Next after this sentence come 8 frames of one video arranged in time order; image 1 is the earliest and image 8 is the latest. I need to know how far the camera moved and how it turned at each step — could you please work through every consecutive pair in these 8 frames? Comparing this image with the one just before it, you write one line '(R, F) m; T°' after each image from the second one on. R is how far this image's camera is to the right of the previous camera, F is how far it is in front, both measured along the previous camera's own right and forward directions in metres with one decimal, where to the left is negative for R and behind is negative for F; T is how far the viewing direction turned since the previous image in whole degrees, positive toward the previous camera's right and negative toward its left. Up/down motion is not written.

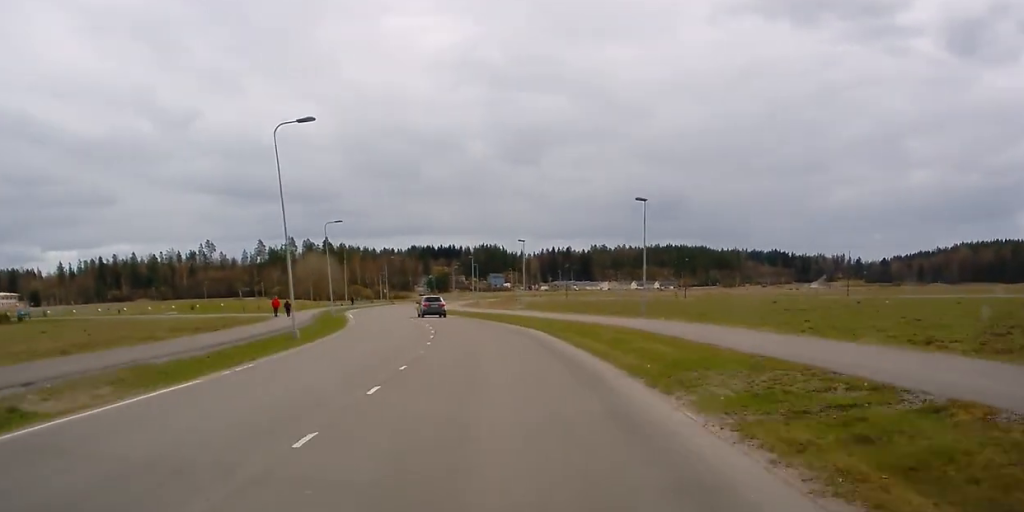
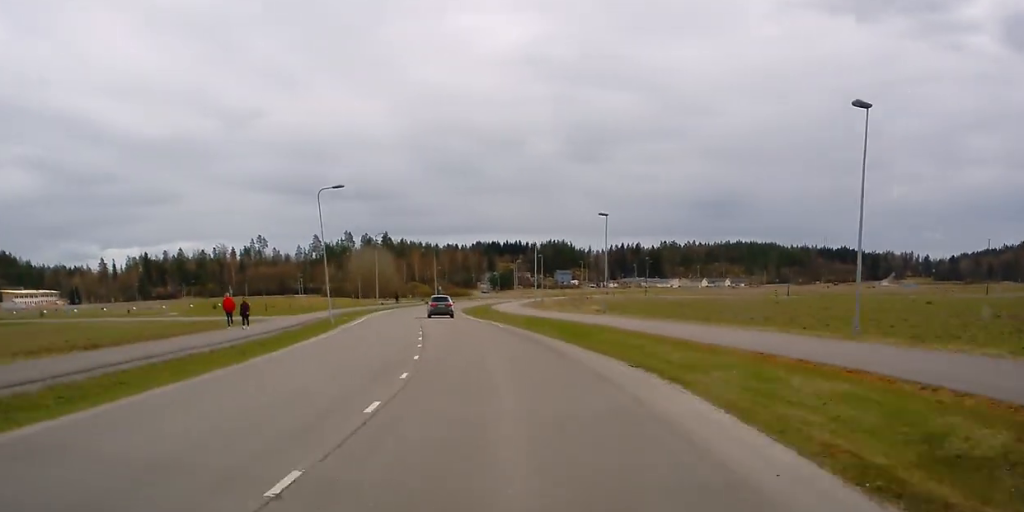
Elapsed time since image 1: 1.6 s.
(-1.0, +22.8) m; -5°
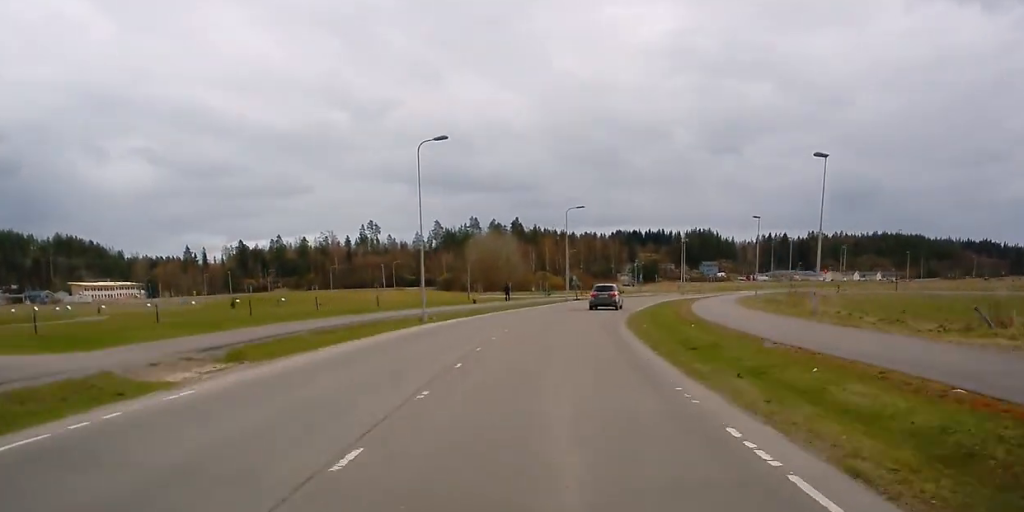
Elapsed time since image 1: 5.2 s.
(-3.8, +52.9) m; -5°
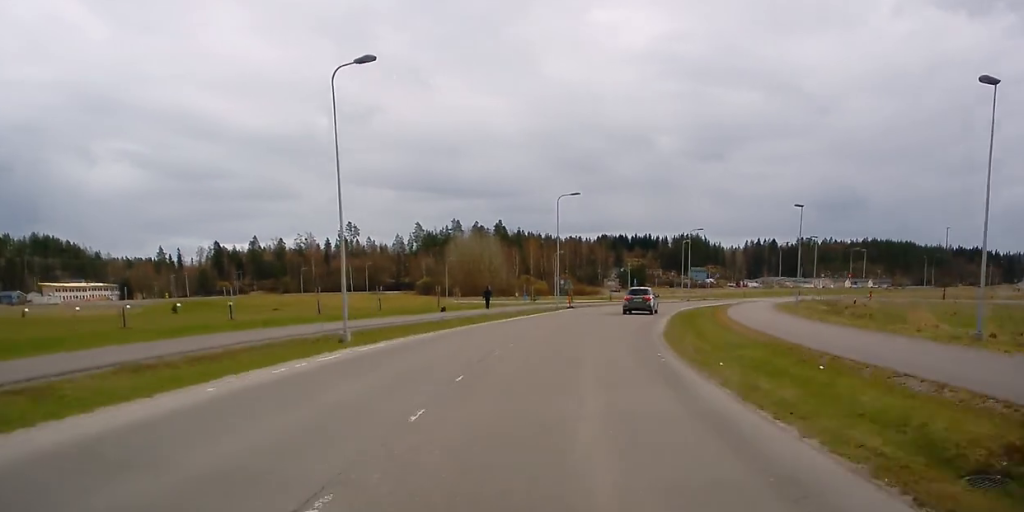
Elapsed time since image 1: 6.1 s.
(-0.2, +13.7) m; +1°
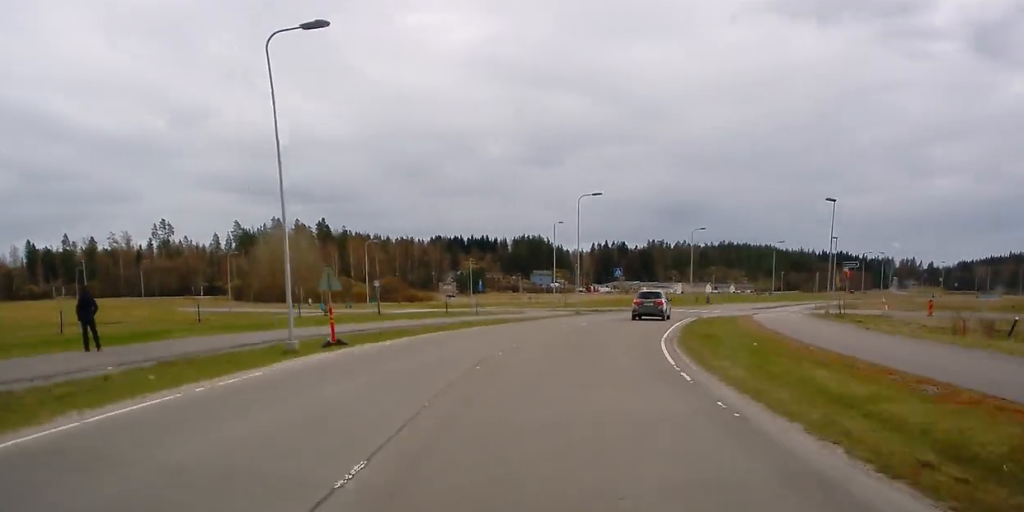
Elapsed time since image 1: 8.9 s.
(+2.1, +37.4) m; +9°
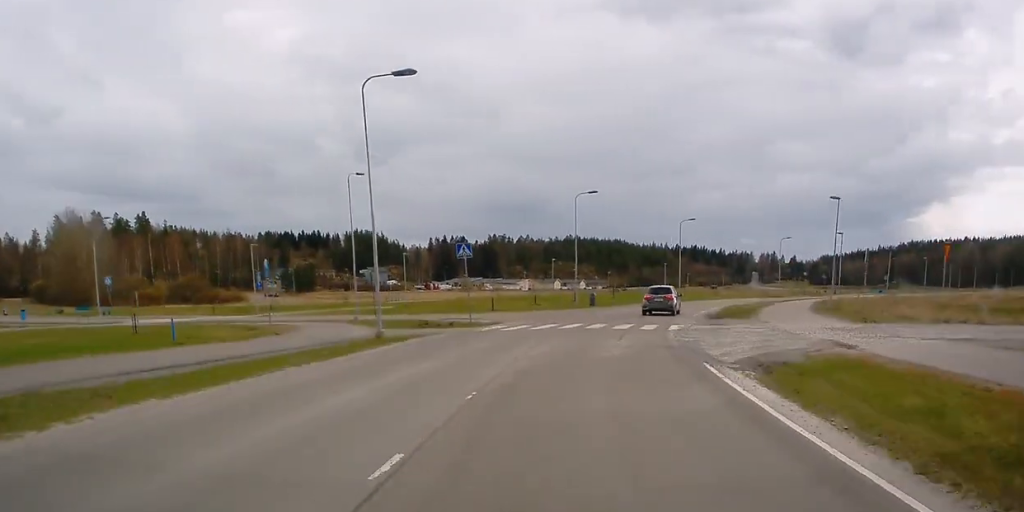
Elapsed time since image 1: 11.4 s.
(+2.7, +27.1) m; +11°
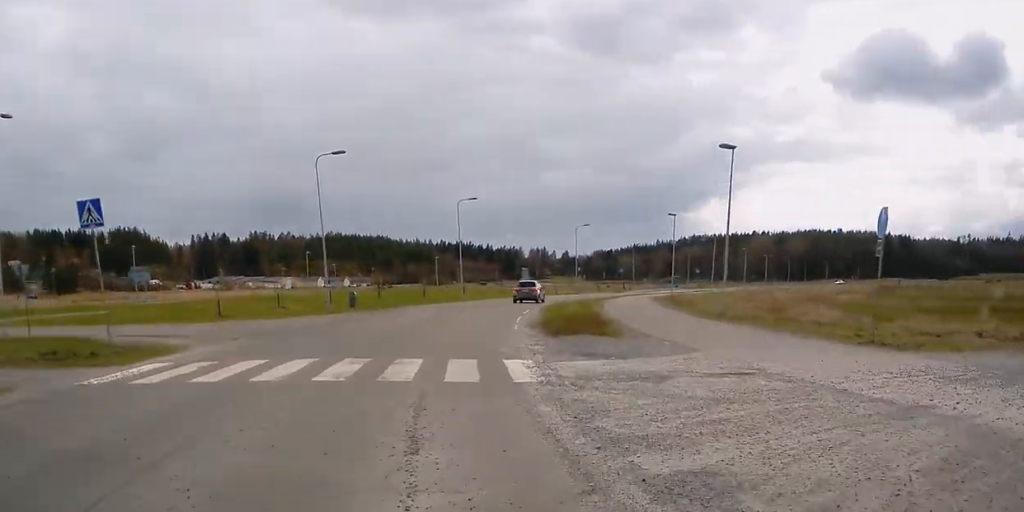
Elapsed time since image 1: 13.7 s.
(+1.8, +16.4) m; +27°
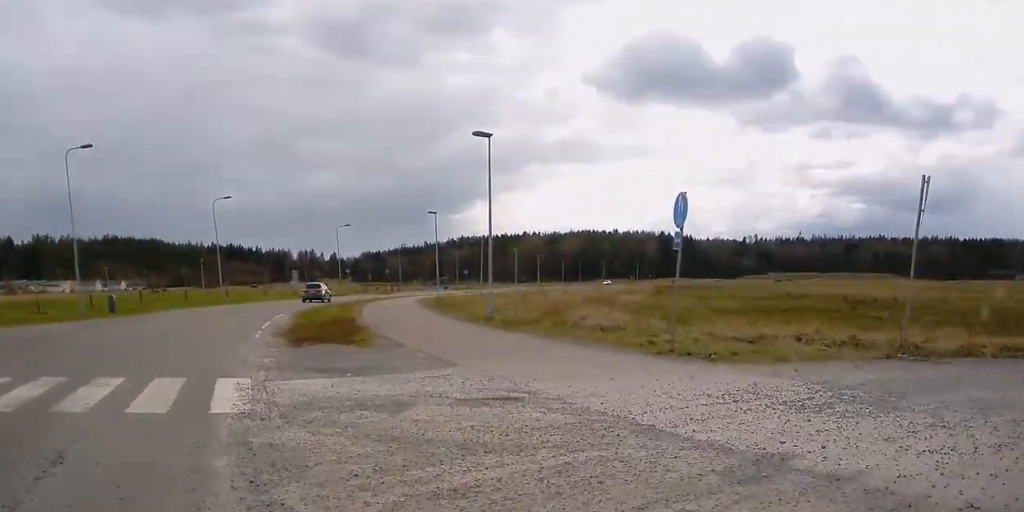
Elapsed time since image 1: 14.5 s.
(-0.7, +4.5) m; +16°
